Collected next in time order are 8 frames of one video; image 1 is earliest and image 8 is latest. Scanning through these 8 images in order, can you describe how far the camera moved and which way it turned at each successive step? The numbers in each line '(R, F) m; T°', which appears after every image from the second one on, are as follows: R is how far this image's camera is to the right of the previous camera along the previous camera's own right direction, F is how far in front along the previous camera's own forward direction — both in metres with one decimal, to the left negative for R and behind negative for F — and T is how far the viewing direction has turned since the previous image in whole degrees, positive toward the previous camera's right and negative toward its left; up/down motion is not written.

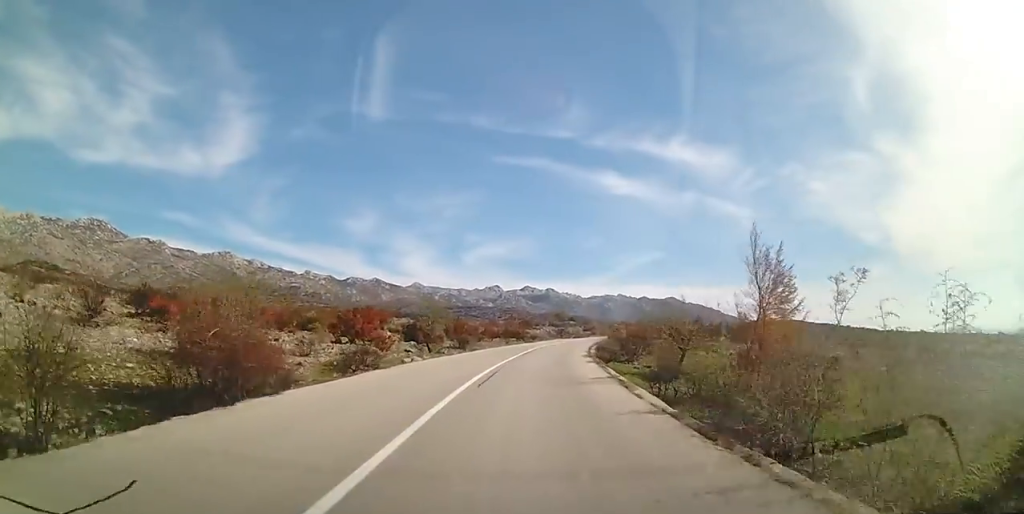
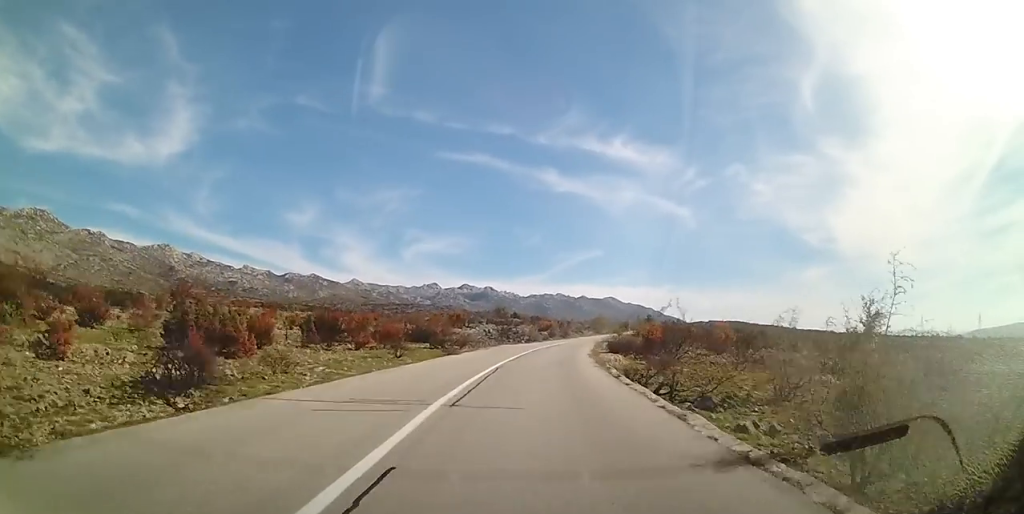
(+0.6, +27.1) m; +4°
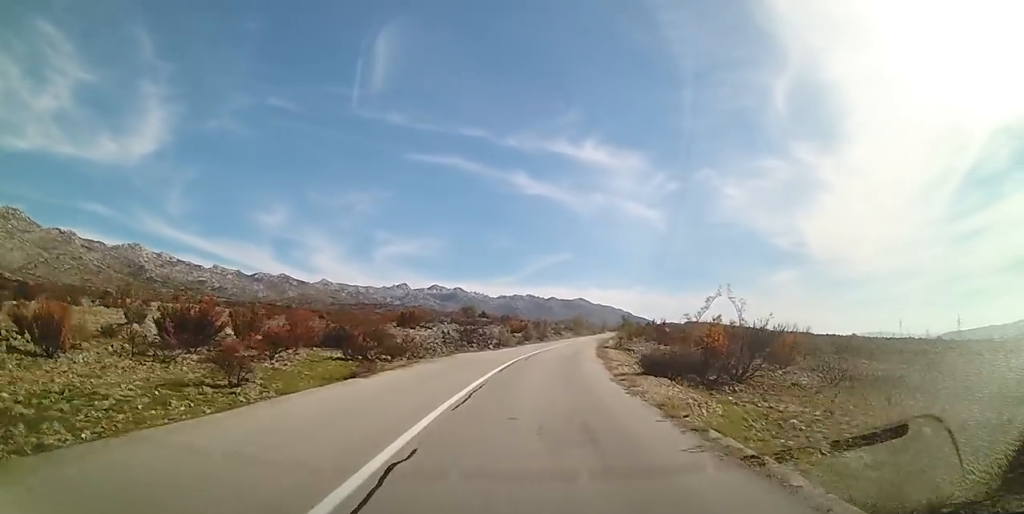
(+0.4, +12.2) m; +4°
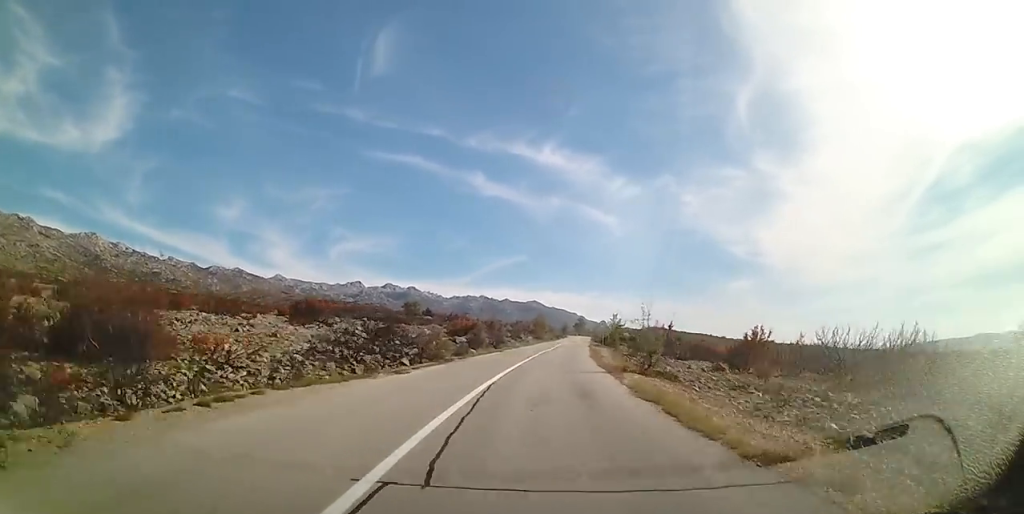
(+0.7, +16.3) m; +5°
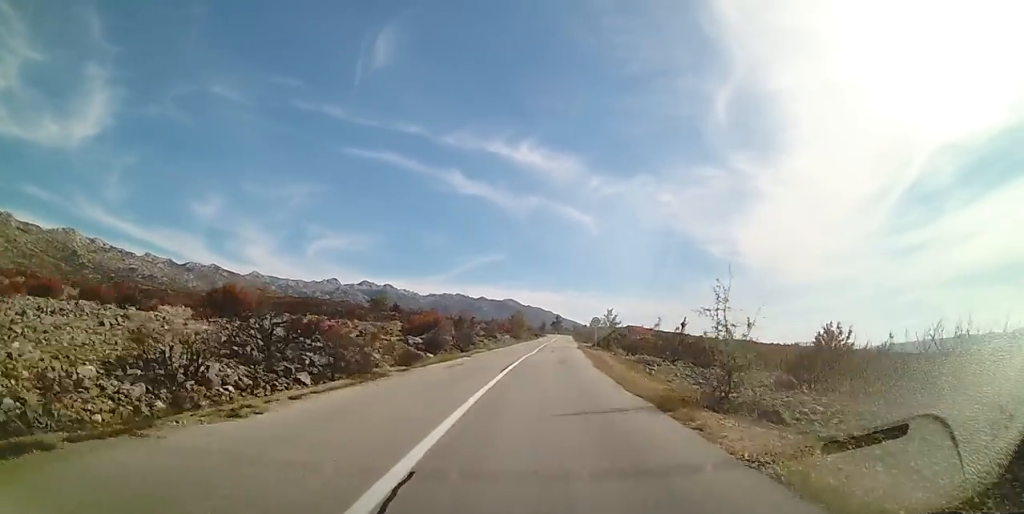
(+0.2, +8.1) m; +2°
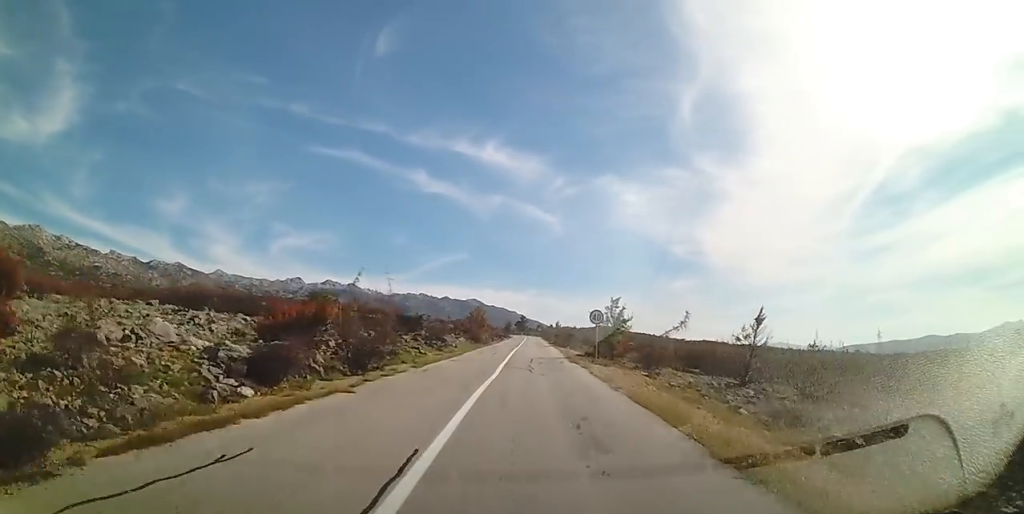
(+0.5, +13.7) m; +2°
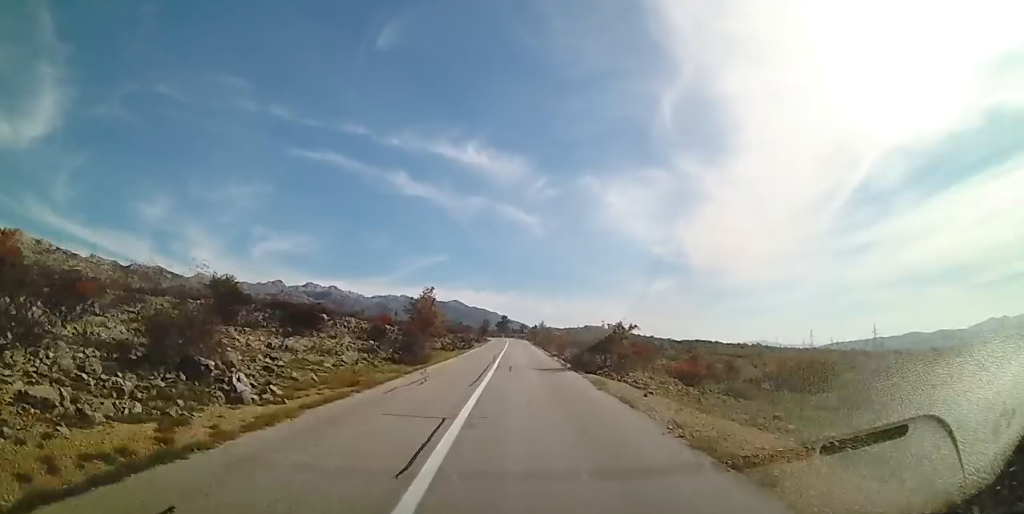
(+0.4, +25.3) m; +3°
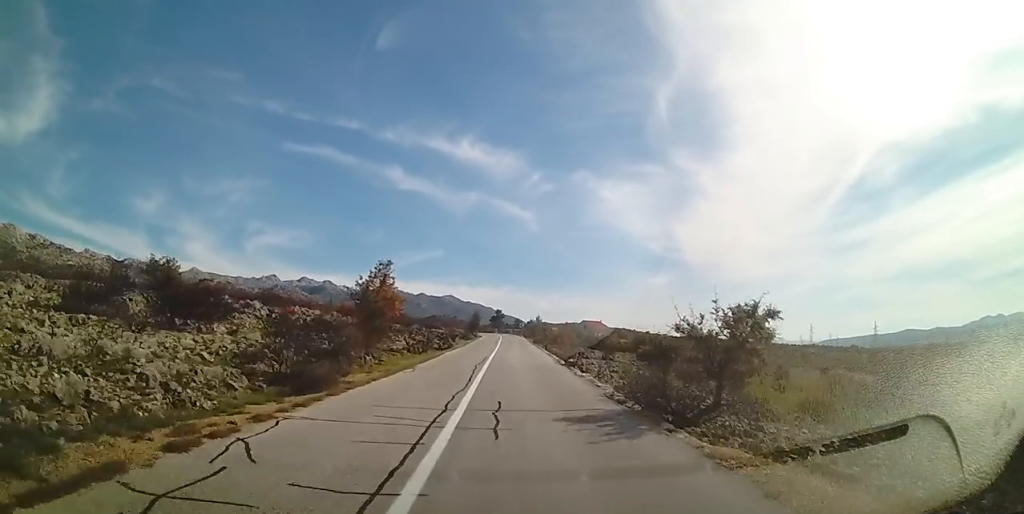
(+0.4, +11.8) m; 0°
